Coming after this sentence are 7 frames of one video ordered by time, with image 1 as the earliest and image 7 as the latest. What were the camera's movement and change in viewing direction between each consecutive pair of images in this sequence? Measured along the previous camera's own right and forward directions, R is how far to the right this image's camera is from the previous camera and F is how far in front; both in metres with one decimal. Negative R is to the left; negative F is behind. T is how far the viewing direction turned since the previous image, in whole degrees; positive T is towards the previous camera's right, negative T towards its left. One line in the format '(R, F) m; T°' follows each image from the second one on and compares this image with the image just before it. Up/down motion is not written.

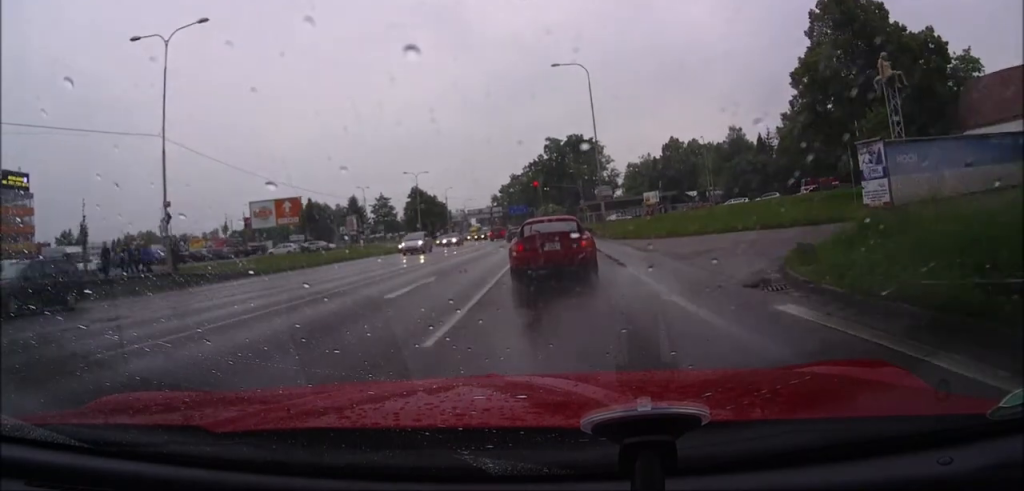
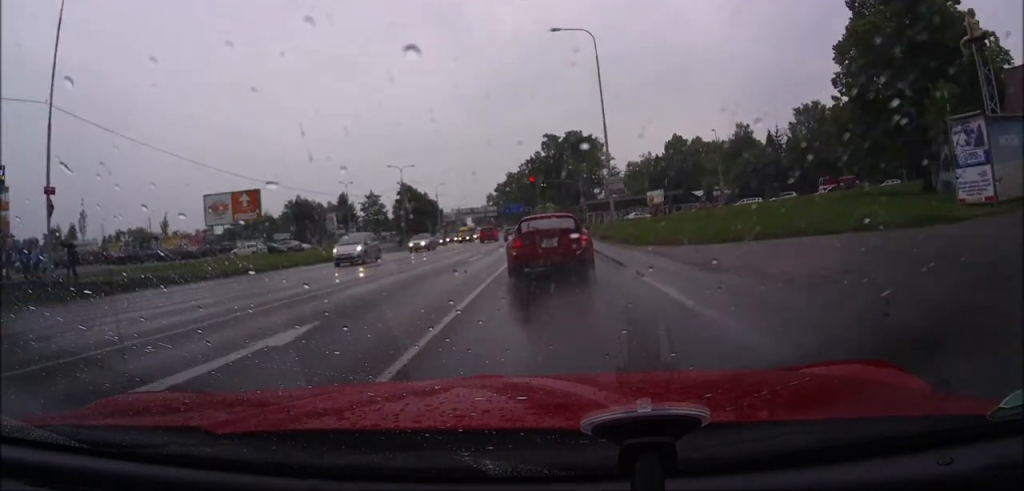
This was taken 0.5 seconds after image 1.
(0.0, +9.0) m; 0°
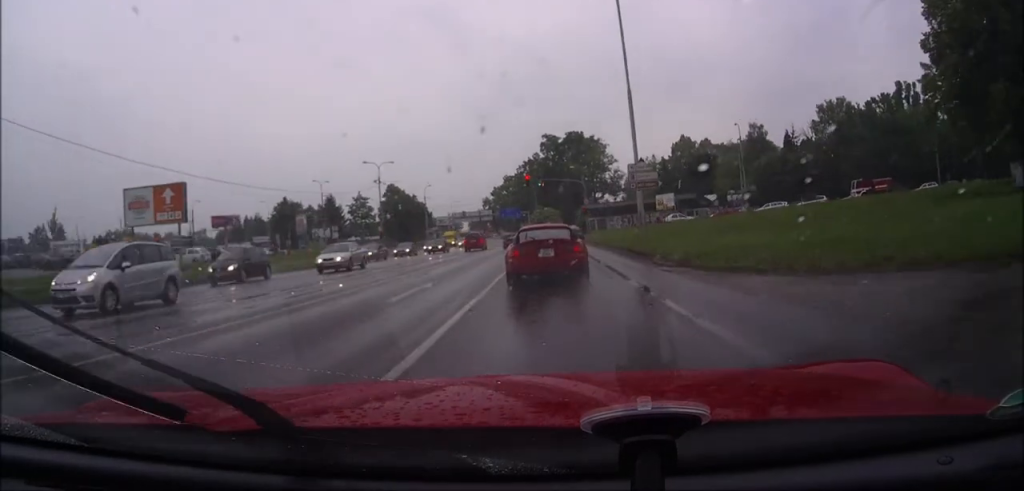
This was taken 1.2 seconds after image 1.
(0.0, +12.3) m; 0°
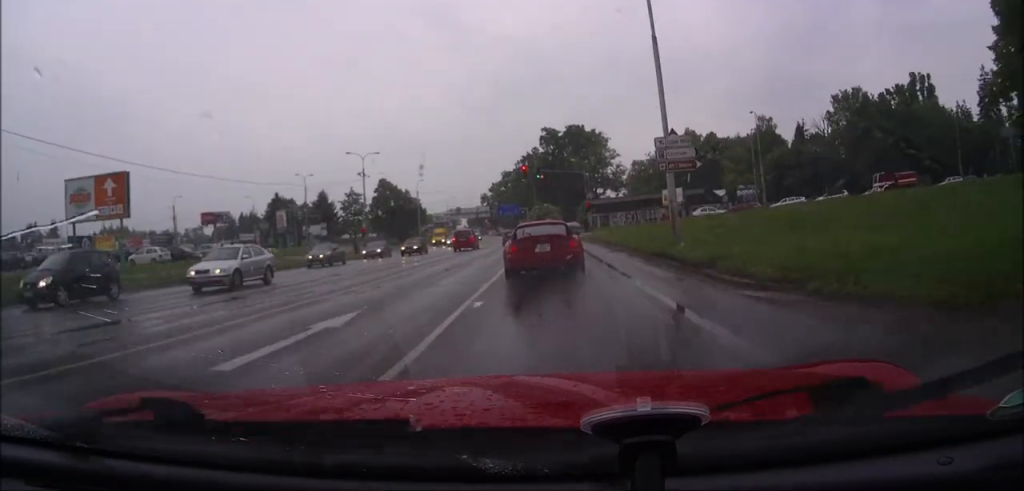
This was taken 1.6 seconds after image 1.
(0.0, +7.0) m; 0°
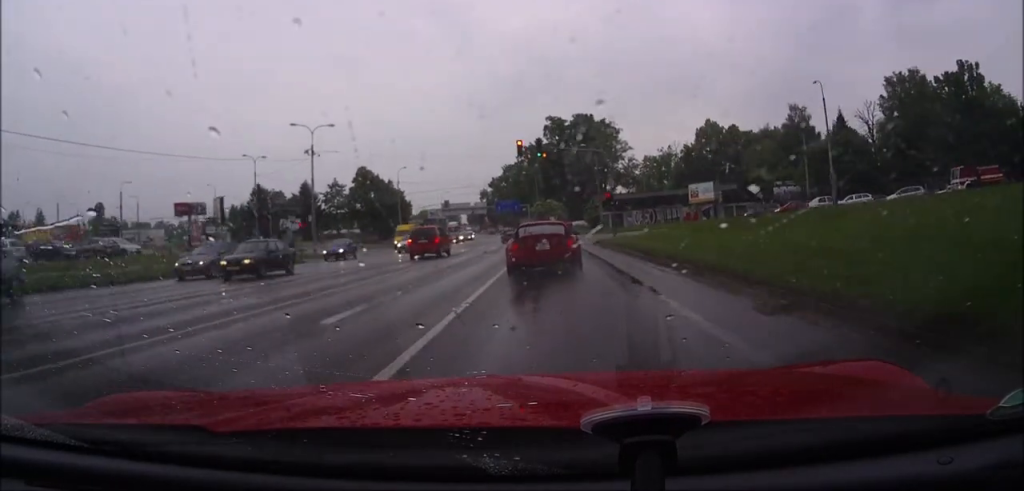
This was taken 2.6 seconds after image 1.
(-0.2, +17.3) m; 0°
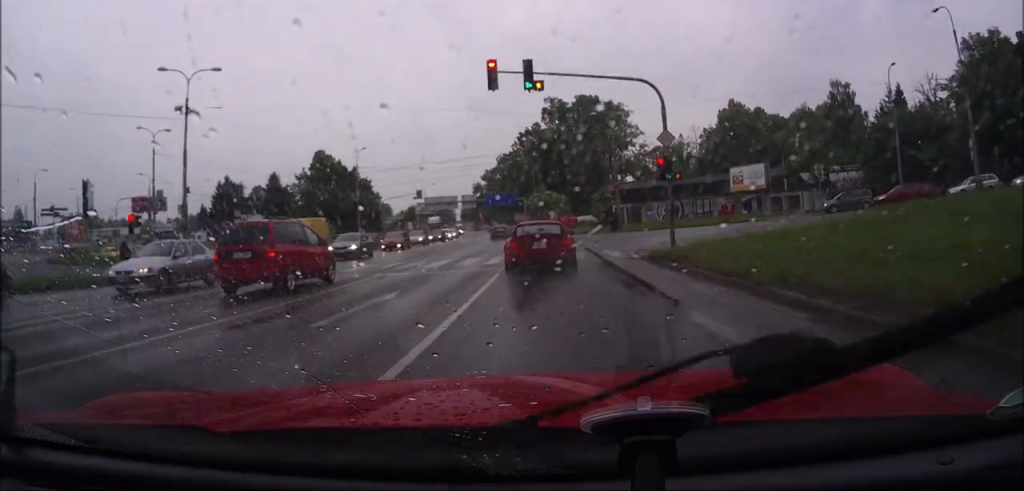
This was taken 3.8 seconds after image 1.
(+0.3, +19.9) m; +1°
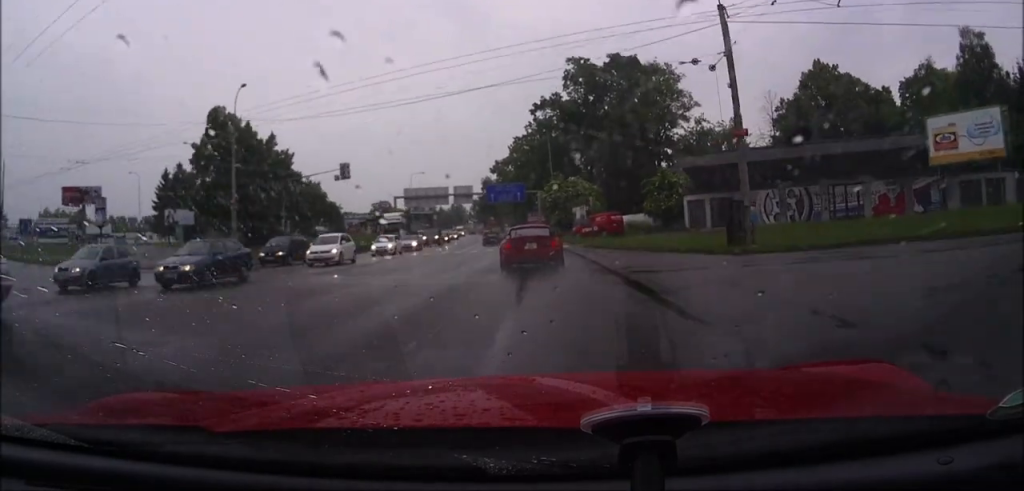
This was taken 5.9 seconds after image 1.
(-0.1, +34.6) m; -2°
